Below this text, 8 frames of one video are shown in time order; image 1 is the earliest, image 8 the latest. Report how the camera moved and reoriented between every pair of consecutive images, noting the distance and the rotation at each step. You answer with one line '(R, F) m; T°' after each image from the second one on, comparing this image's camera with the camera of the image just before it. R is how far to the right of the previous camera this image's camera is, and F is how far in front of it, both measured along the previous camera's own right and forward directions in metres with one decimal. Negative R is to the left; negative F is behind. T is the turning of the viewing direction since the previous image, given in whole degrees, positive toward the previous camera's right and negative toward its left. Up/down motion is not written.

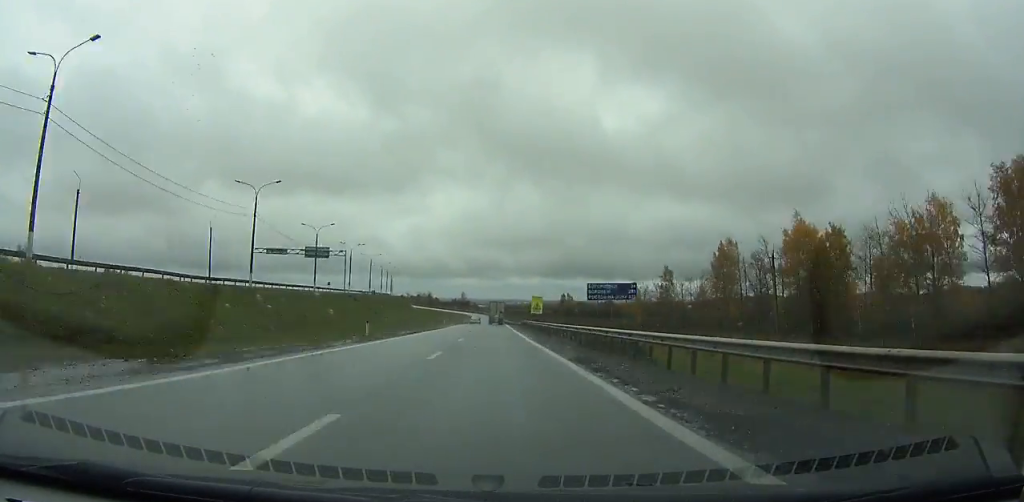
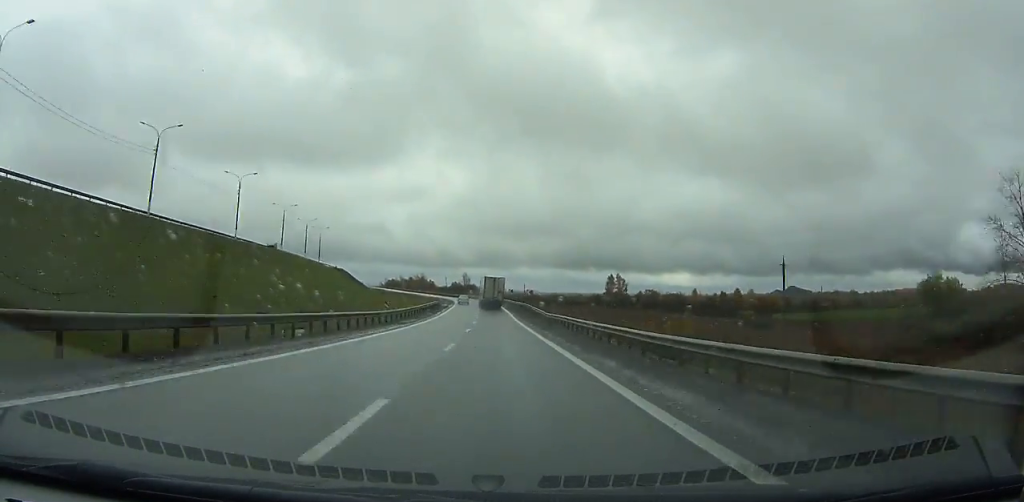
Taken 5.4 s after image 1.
(-1.7, +146.2) m; -2°
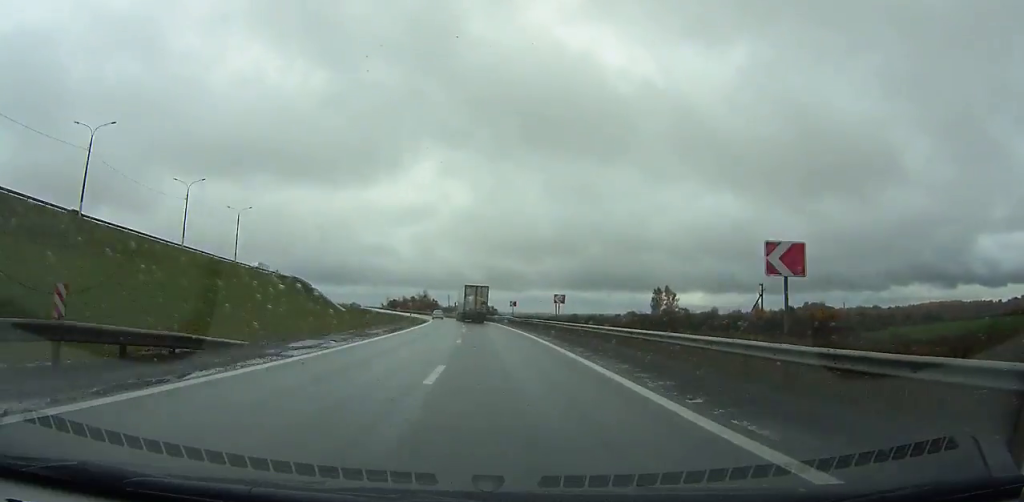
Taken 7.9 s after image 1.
(-0.8, +65.6) m; -2°
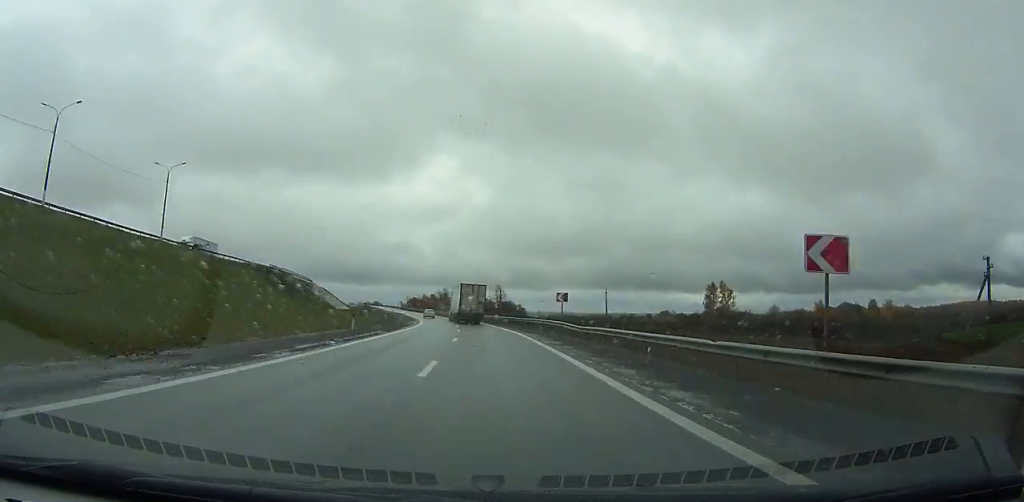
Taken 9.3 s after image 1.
(+0.2, +36.1) m; -2°
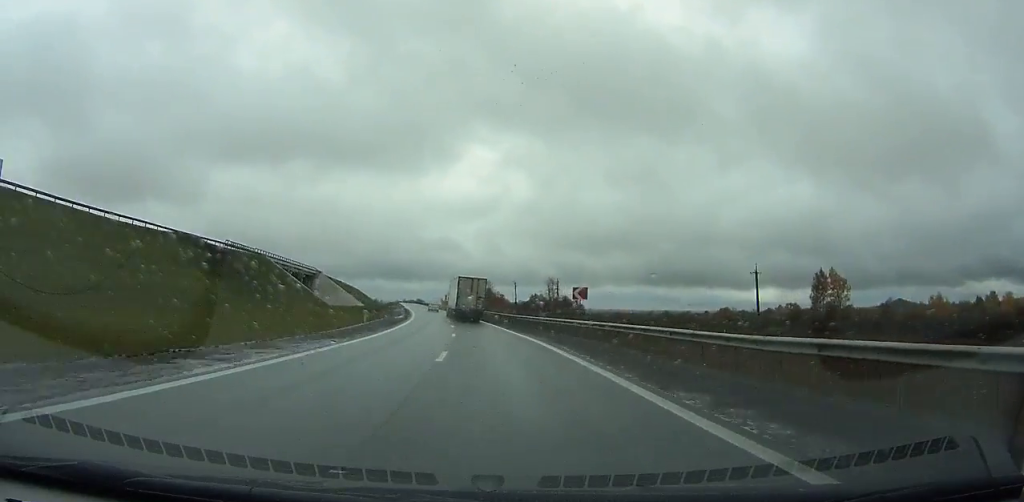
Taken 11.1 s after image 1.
(-1.7, +45.0) m; -4°
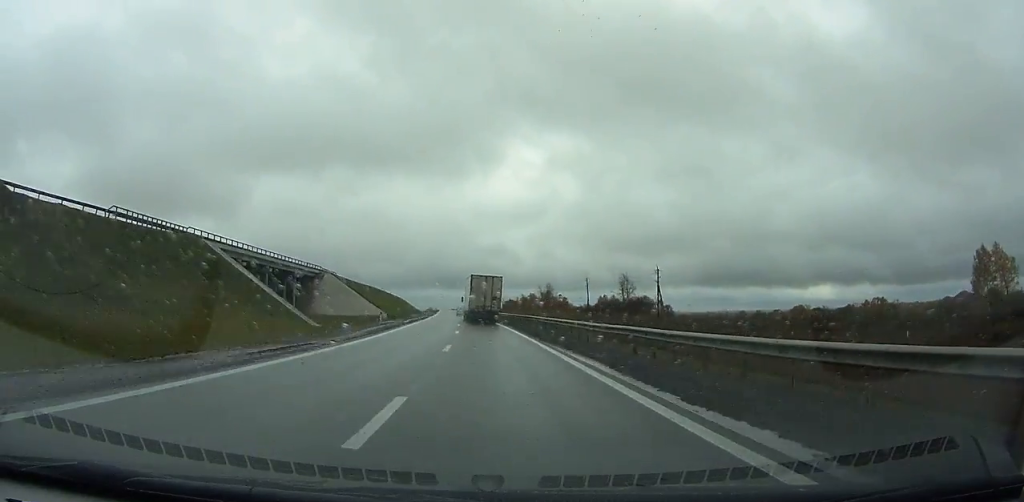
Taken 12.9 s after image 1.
(-1.5, +44.3) m; -4°
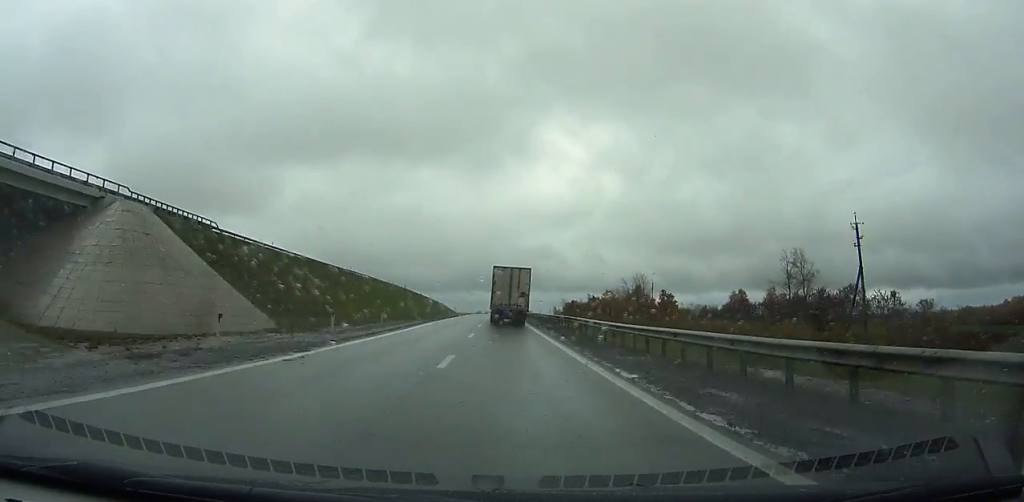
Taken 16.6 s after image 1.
(-5.9, +88.5) m; -5°
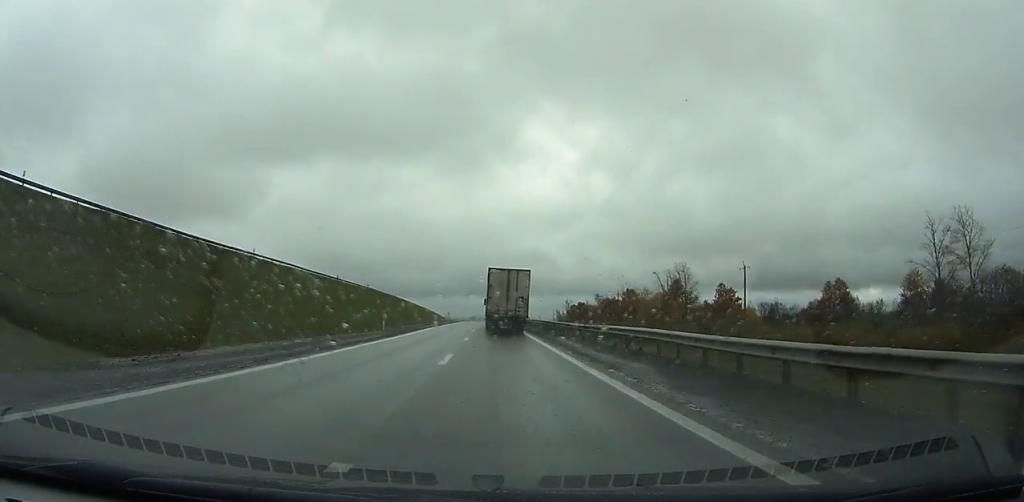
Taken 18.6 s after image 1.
(-0.7, +47.5) m; -1°
